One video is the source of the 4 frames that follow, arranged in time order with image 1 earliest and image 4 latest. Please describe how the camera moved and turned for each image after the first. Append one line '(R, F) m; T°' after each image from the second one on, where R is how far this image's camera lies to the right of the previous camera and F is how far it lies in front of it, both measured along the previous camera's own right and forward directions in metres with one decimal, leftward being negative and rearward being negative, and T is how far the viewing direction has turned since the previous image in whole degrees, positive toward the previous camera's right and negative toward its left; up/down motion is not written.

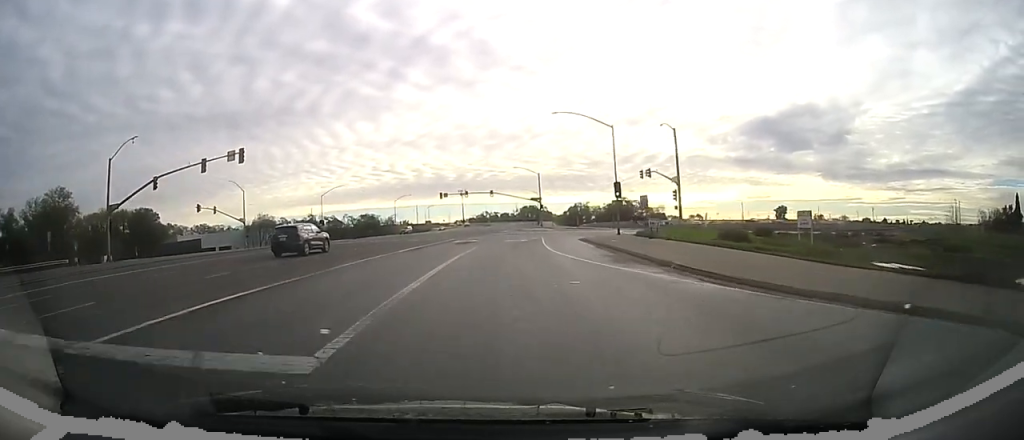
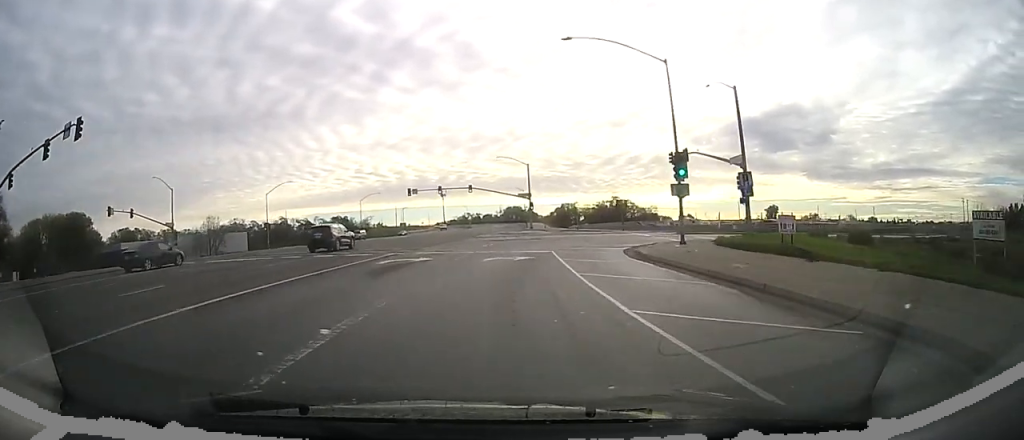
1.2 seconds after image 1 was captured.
(0.0, +19.4) m; +2°
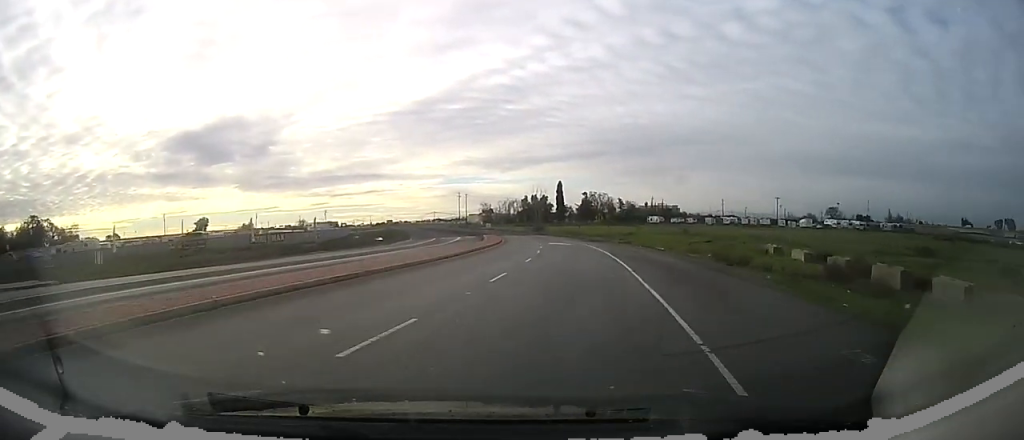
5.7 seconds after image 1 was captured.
(+22.3, +45.2) m; +63°
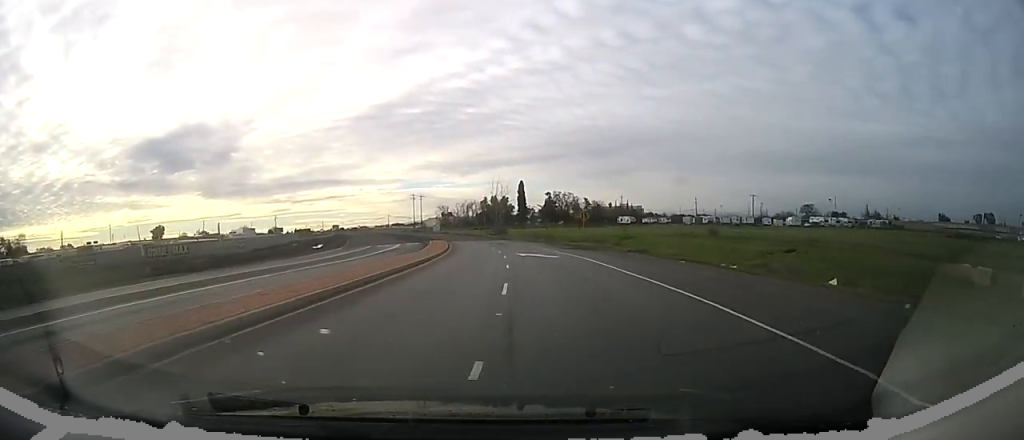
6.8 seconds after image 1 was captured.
(+1.4, +15.1) m; +7°
